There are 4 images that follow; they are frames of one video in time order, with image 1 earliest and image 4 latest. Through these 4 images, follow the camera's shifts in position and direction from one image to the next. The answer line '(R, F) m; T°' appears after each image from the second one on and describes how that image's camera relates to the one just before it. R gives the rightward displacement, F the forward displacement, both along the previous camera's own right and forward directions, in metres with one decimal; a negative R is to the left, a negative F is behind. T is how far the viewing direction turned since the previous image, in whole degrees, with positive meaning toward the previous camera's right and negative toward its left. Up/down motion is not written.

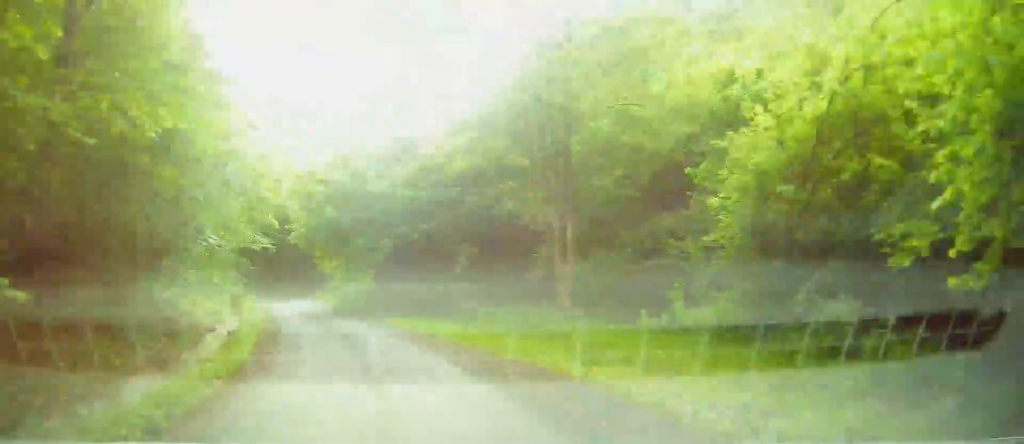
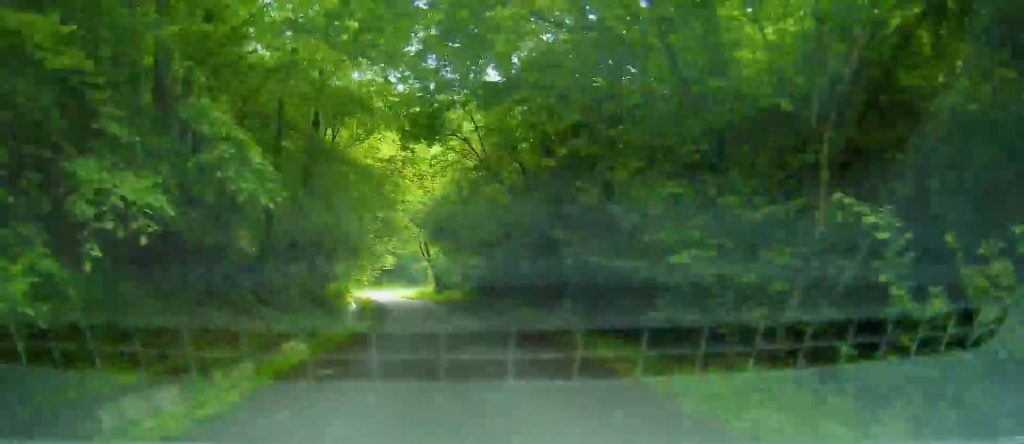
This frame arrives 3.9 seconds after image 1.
(-5.5, +41.1) m; -11°
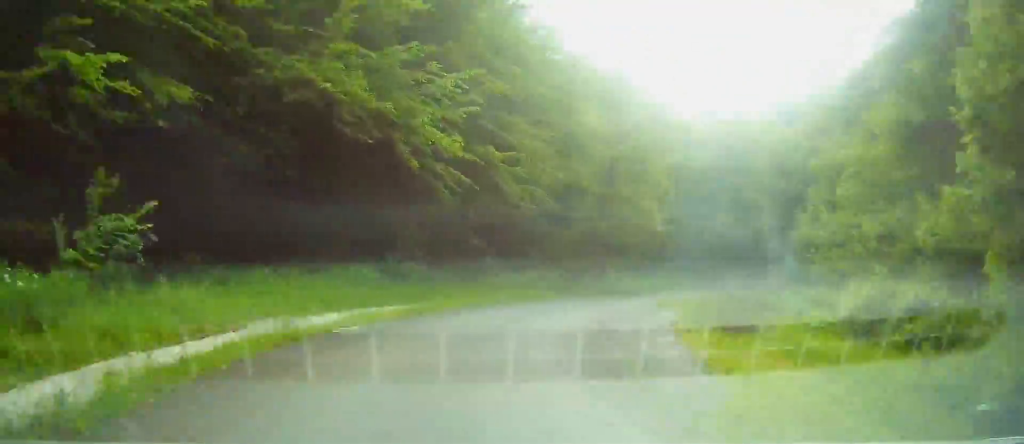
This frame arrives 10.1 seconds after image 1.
(-1.9, +70.6) m; +12°
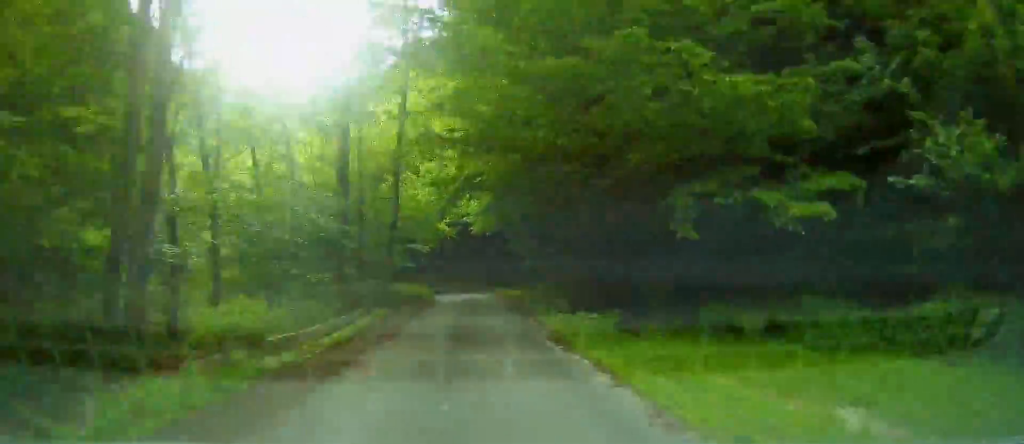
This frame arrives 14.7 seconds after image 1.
(+11.3, +53.8) m; +8°
